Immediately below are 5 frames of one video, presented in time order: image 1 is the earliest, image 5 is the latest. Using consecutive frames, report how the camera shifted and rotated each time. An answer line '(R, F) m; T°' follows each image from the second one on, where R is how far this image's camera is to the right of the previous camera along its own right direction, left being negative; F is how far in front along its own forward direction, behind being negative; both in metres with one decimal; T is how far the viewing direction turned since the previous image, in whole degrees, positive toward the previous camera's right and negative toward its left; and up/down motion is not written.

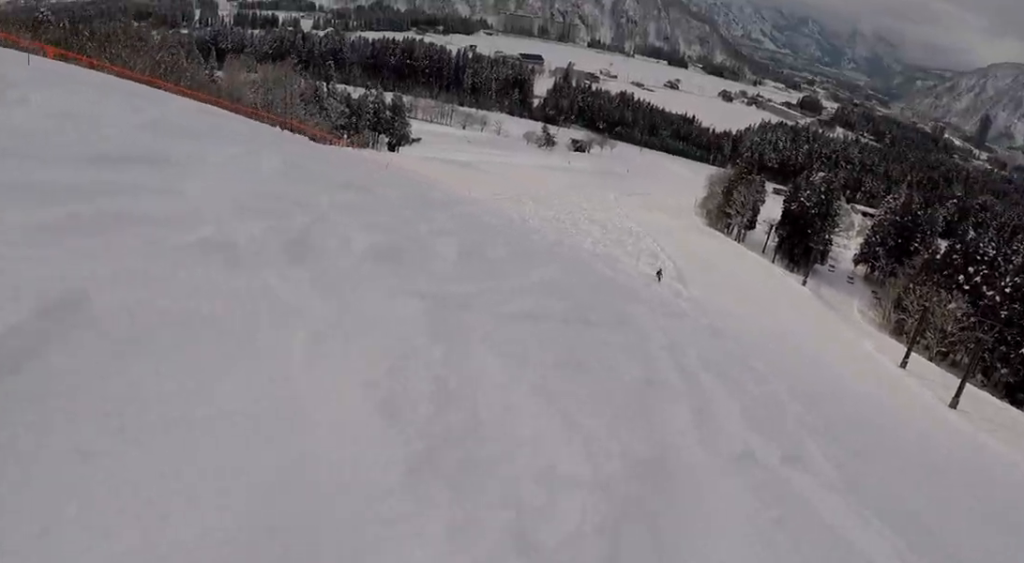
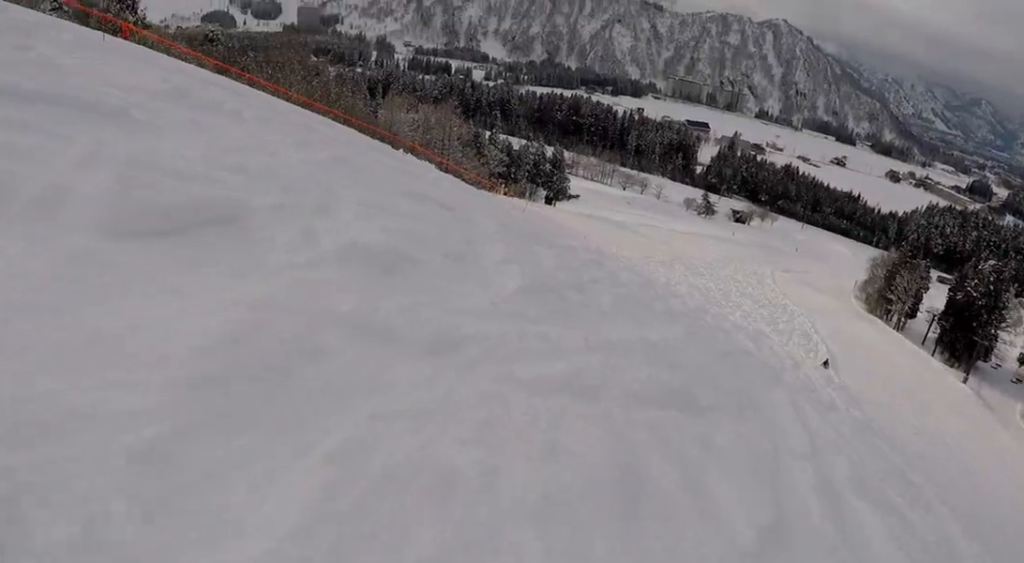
(+0.1, +3.4) m; -15°
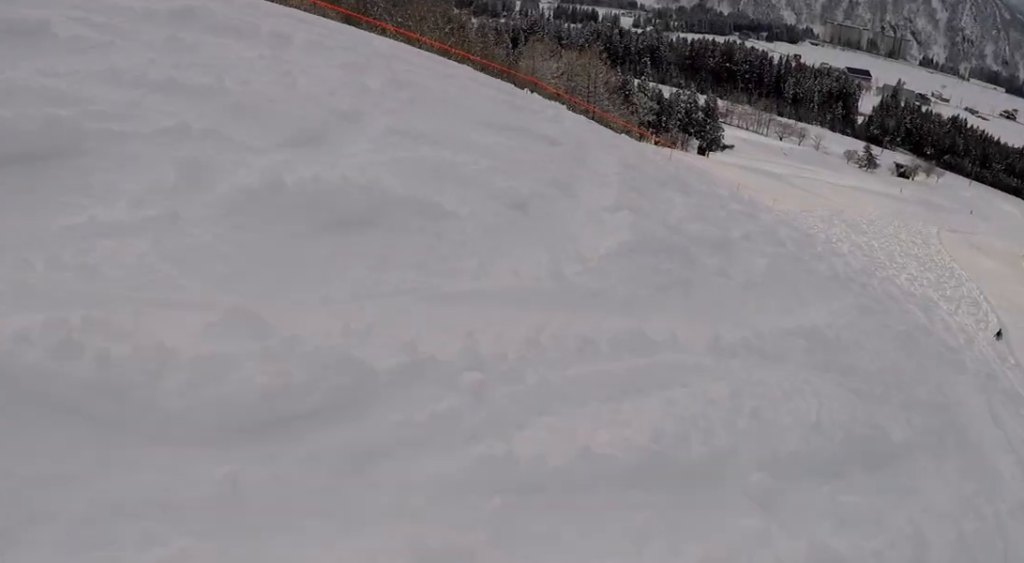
(+0.4, +2.3) m; -14°
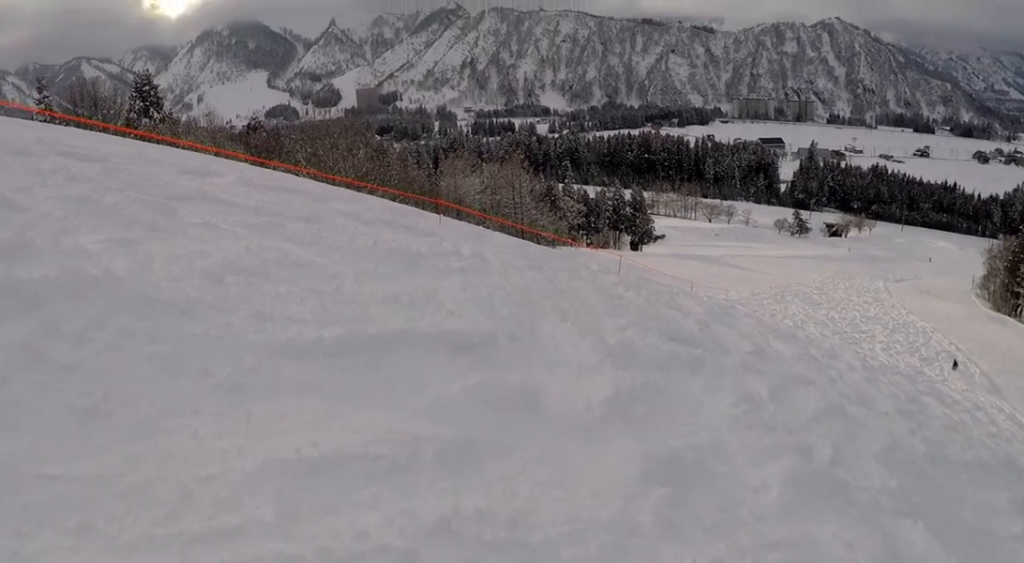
(-1.7, +6.5) m; -12°
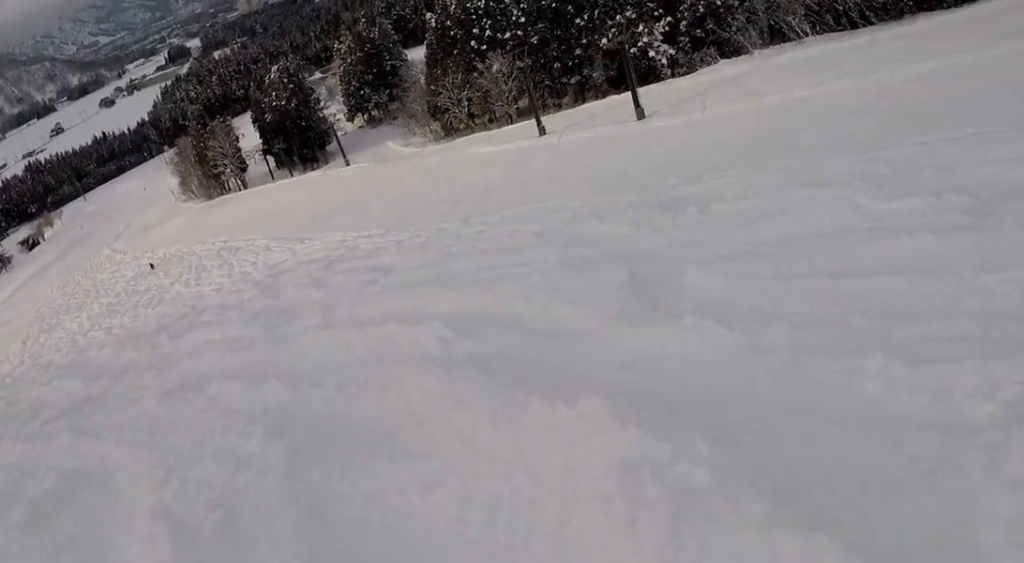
(+5.1, +7.3) m; +102°
